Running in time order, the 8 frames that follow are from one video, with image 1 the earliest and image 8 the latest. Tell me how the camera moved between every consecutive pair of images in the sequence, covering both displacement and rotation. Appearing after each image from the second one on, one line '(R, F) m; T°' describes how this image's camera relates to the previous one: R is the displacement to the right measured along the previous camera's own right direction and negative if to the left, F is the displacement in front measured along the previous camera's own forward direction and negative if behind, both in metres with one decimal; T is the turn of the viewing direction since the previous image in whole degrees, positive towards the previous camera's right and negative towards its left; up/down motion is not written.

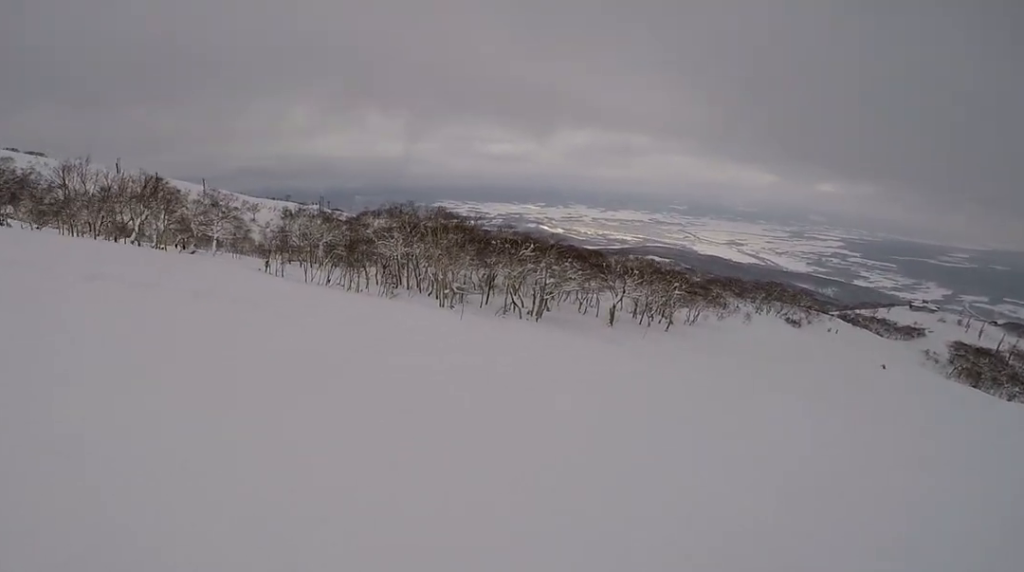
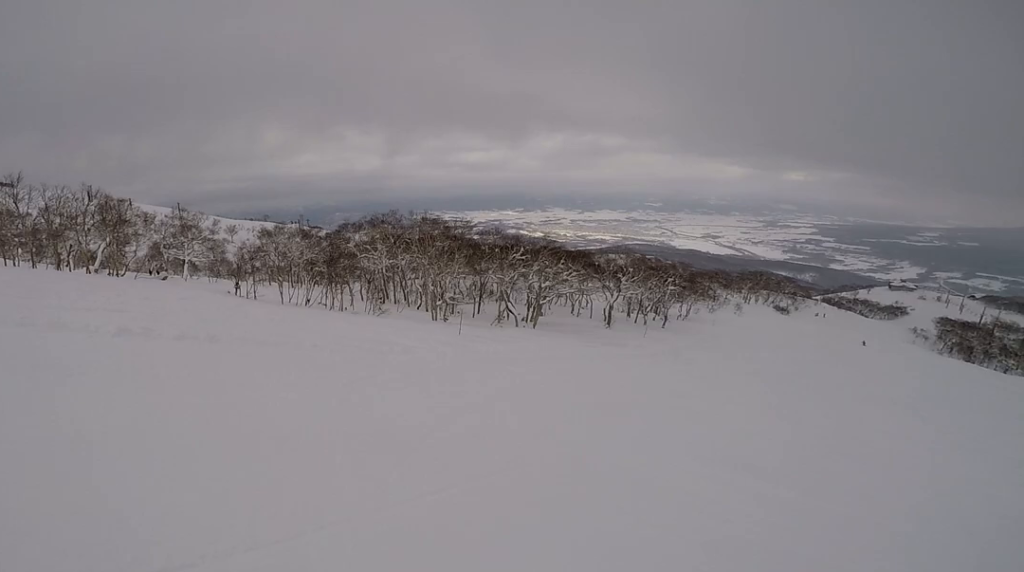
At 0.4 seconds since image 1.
(0.0, +3.3) m; +9°
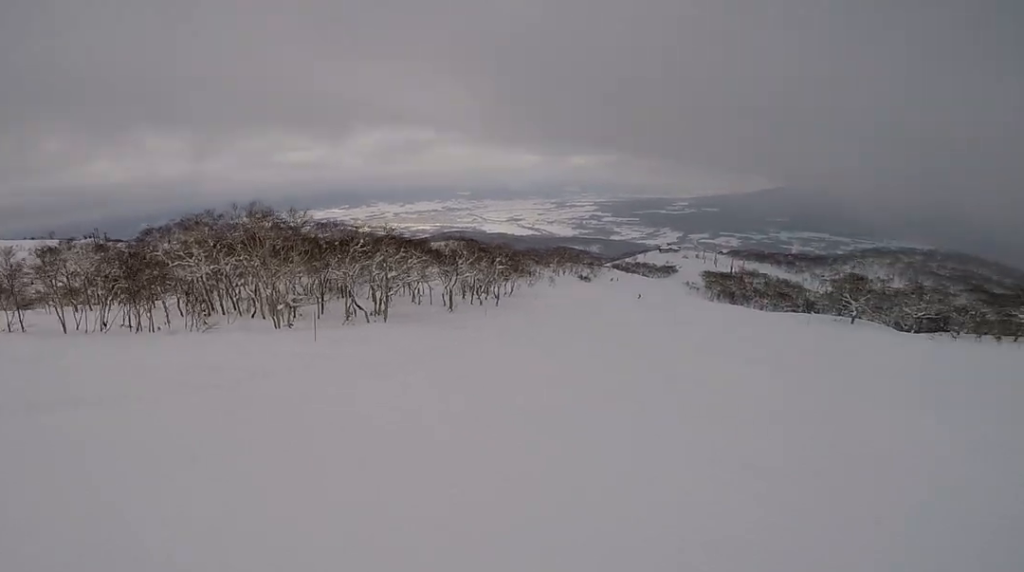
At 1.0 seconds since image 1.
(-0.7, +4.0) m; +15°
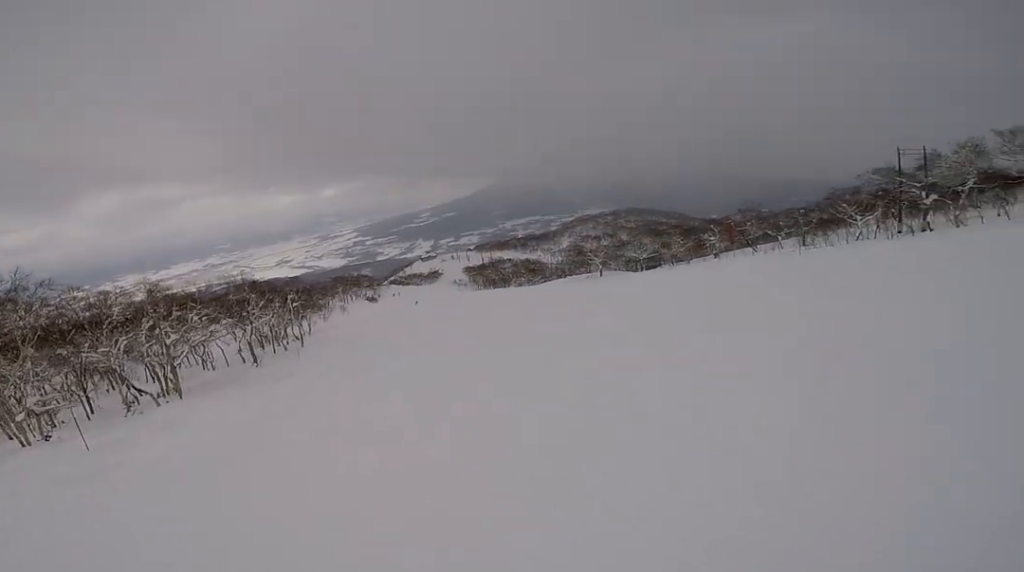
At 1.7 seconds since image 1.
(+1.9, +4.7) m; +24°
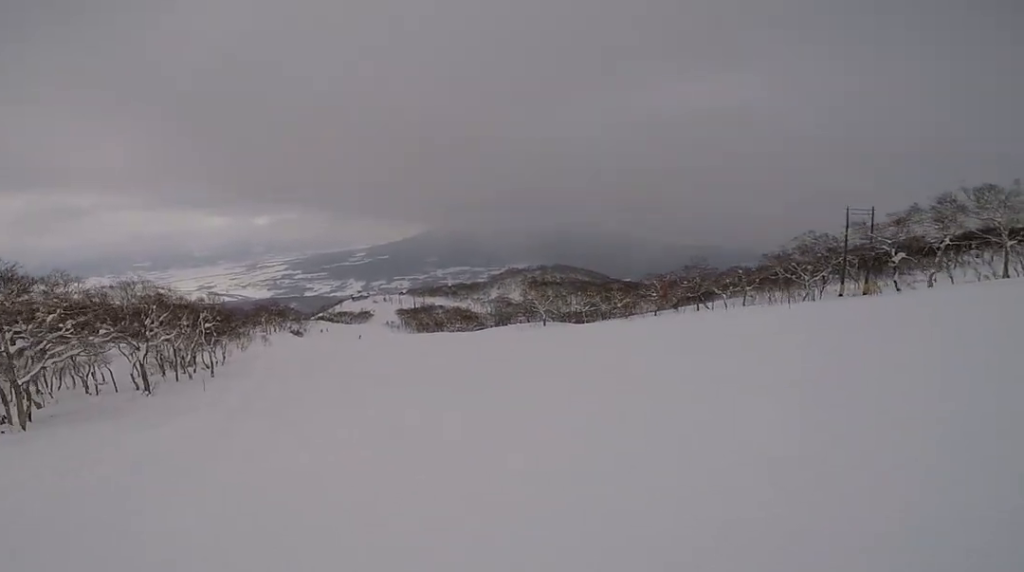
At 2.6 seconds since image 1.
(+2.2, +7.3) m; +16°
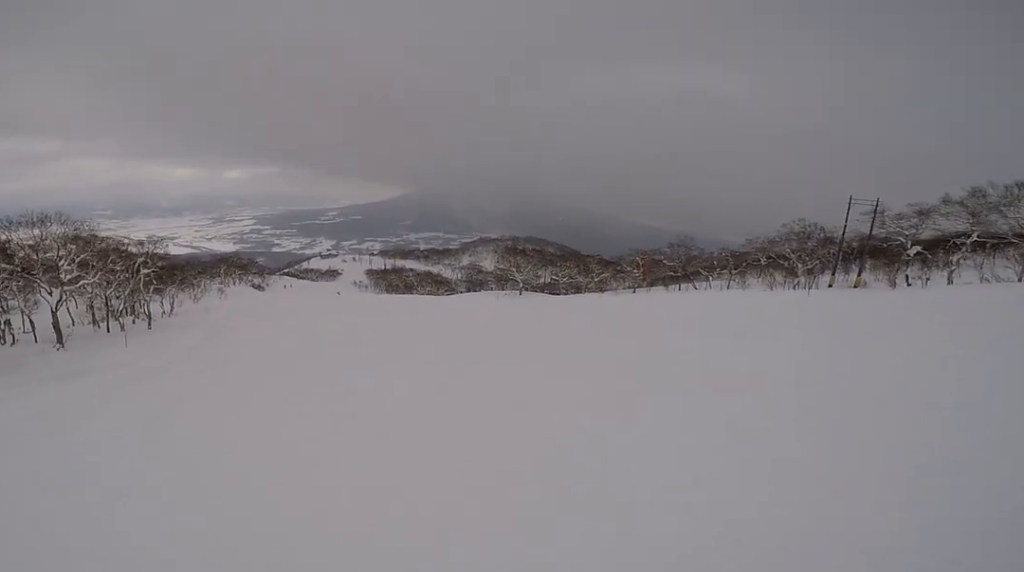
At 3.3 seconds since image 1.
(+0.3, +5.3) m; -2°
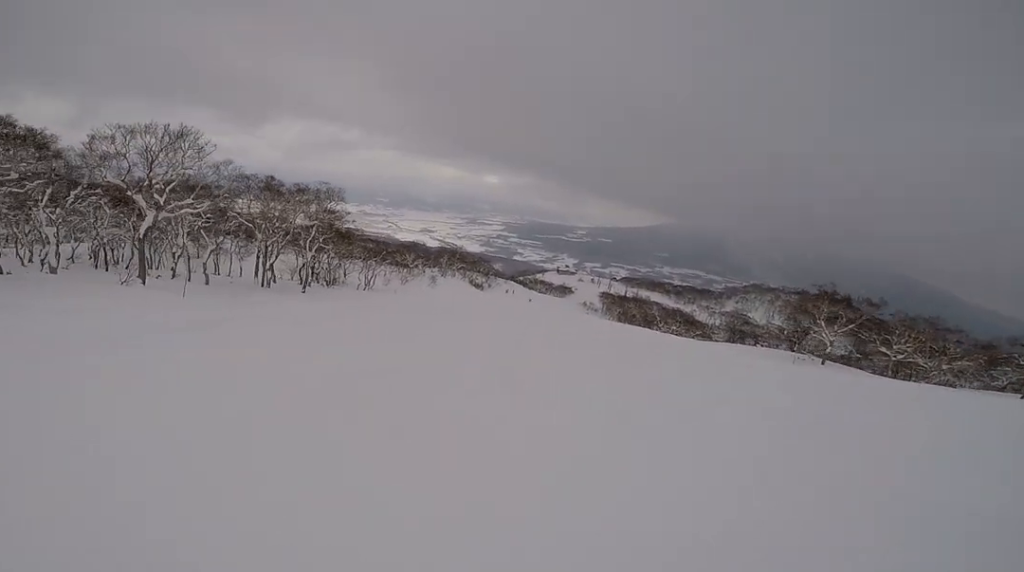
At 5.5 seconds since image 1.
(-4.0, +17.3) m; -24°
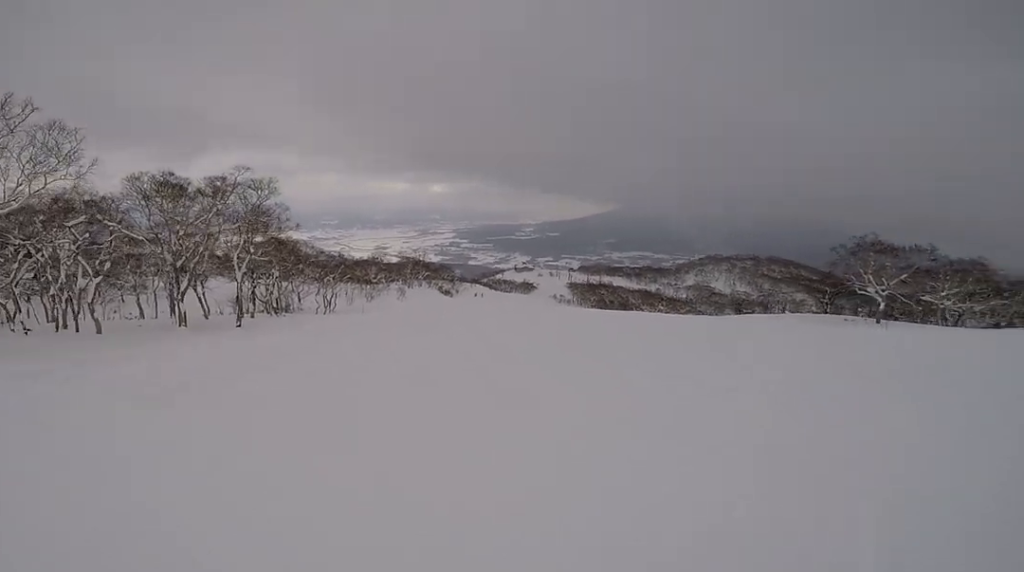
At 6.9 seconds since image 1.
(-0.9, +12.2) m; +4°
